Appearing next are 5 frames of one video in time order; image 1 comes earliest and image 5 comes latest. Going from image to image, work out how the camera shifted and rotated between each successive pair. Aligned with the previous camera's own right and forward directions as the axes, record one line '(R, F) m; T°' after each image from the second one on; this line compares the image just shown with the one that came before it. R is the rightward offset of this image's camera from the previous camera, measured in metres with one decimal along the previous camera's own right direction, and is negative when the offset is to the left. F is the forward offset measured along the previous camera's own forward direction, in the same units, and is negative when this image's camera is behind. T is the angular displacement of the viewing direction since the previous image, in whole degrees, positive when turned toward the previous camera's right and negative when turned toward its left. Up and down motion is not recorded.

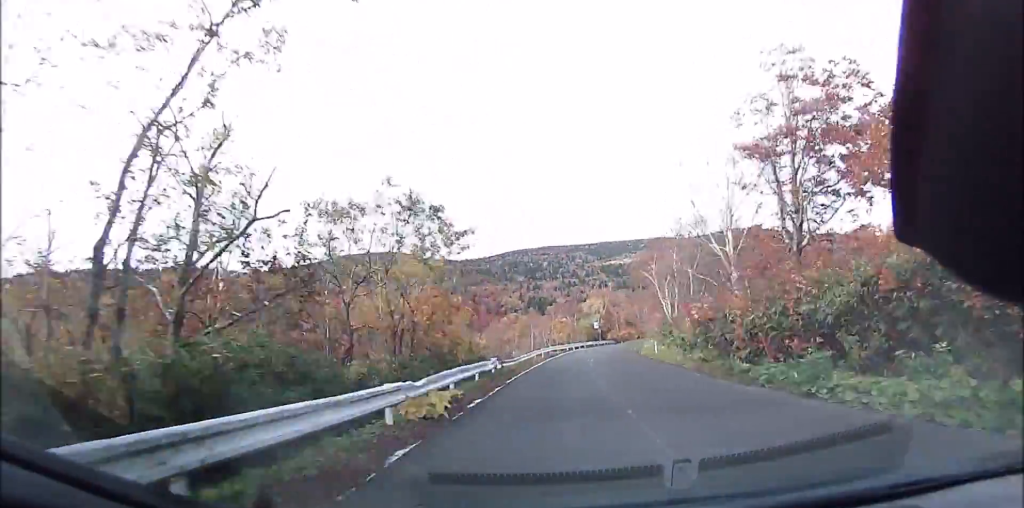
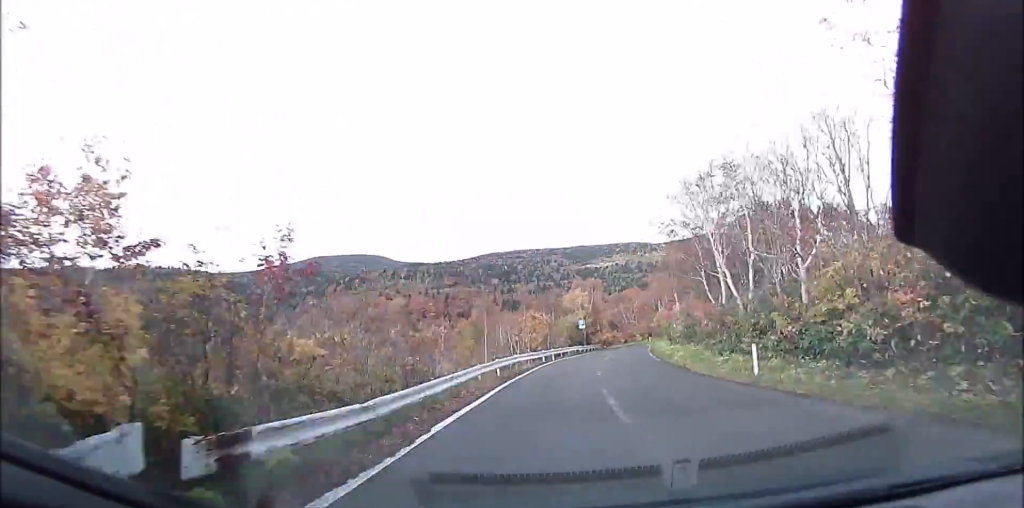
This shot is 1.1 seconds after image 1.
(+0.3, +16.2) m; +3°
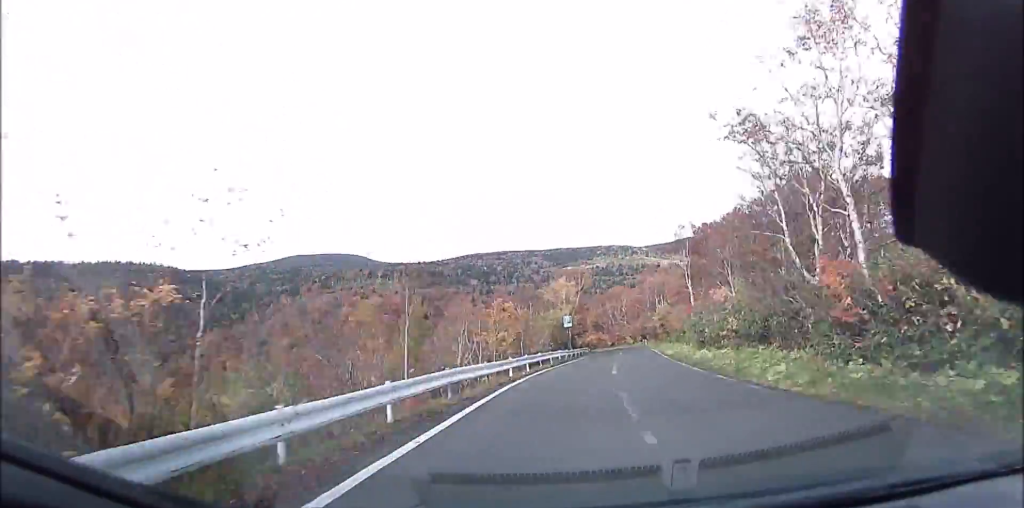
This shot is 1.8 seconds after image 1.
(+0.1, +10.2) m; +2°
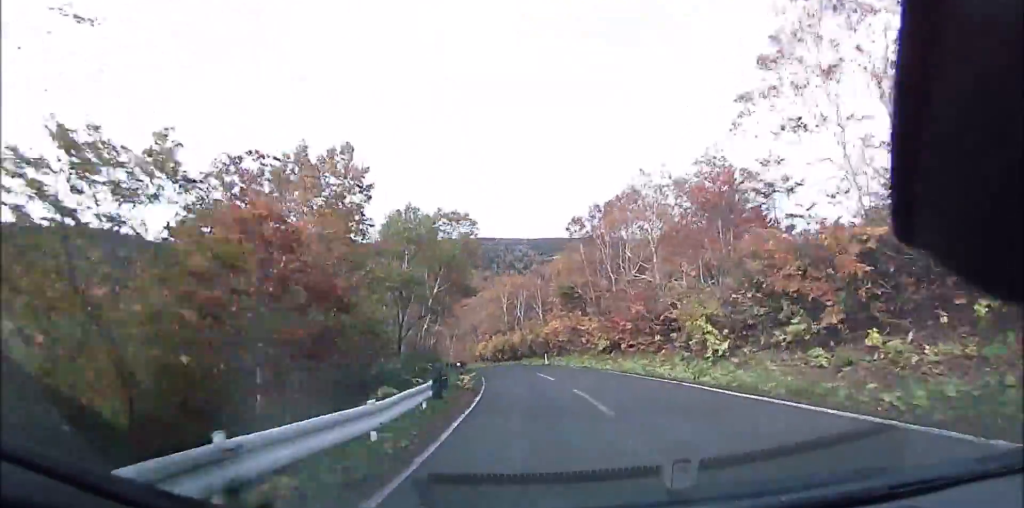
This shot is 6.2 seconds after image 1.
(+7.0, +59.3) m; +4°
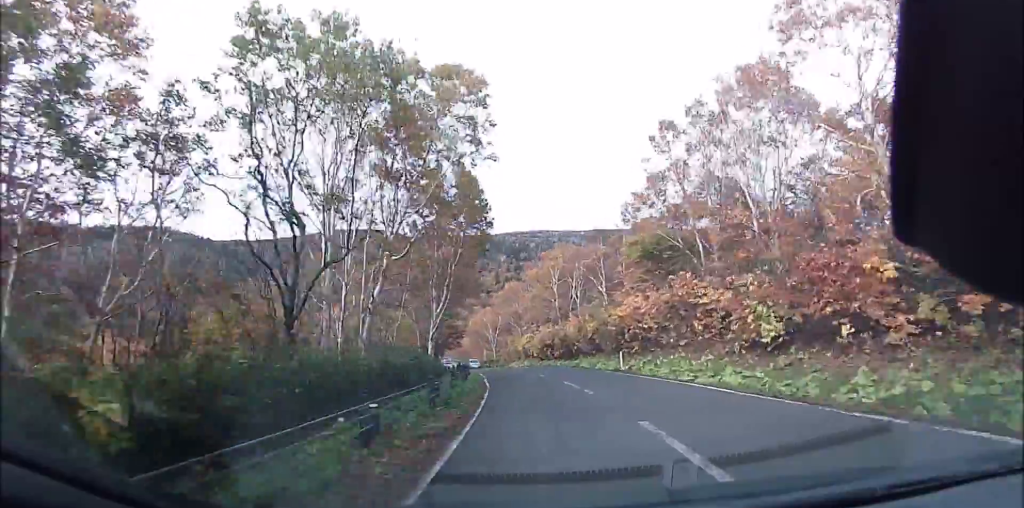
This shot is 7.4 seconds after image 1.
(-0.8, +15.0) m; -5°
